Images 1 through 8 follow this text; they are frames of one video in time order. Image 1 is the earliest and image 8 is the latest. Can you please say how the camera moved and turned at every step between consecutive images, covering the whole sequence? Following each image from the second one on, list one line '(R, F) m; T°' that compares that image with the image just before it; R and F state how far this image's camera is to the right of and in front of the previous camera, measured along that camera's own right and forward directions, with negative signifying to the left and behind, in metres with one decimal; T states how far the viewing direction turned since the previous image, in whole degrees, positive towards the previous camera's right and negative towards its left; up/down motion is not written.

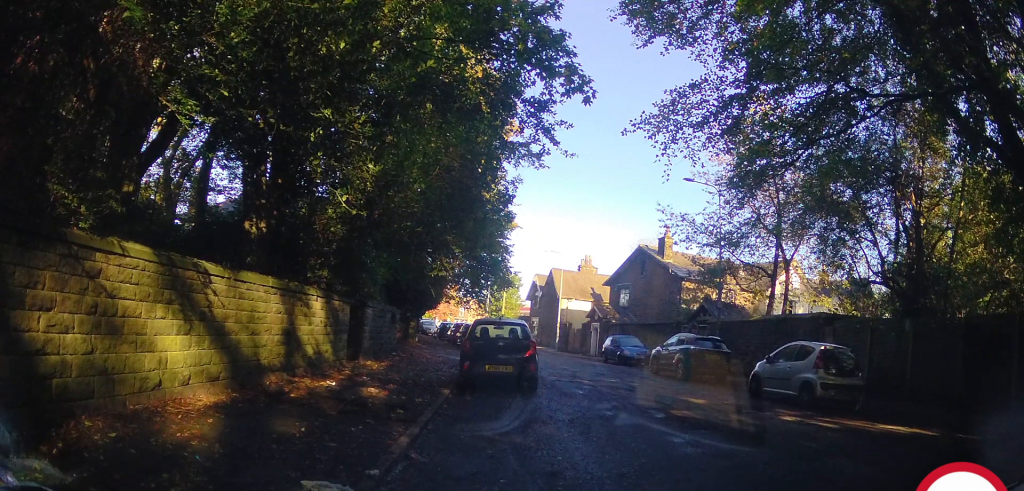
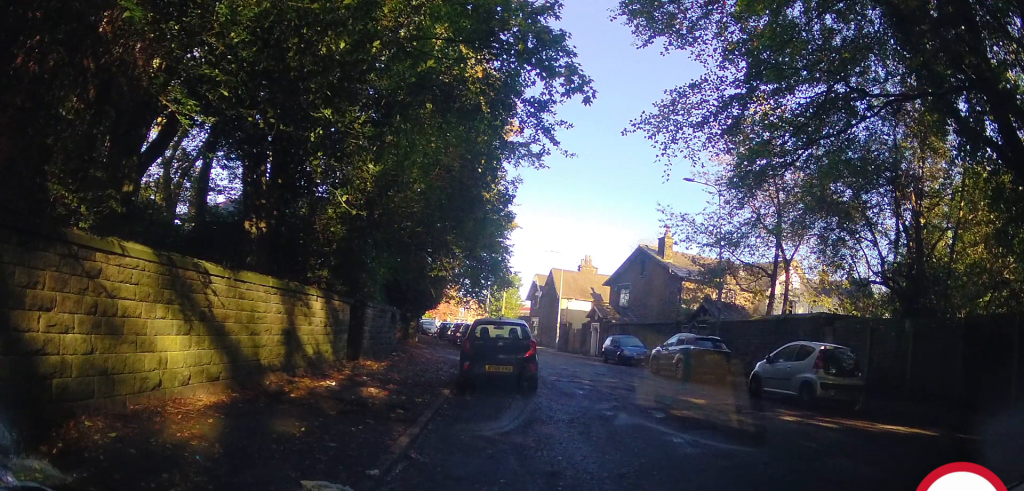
(0.0, 0.0) m; 0°
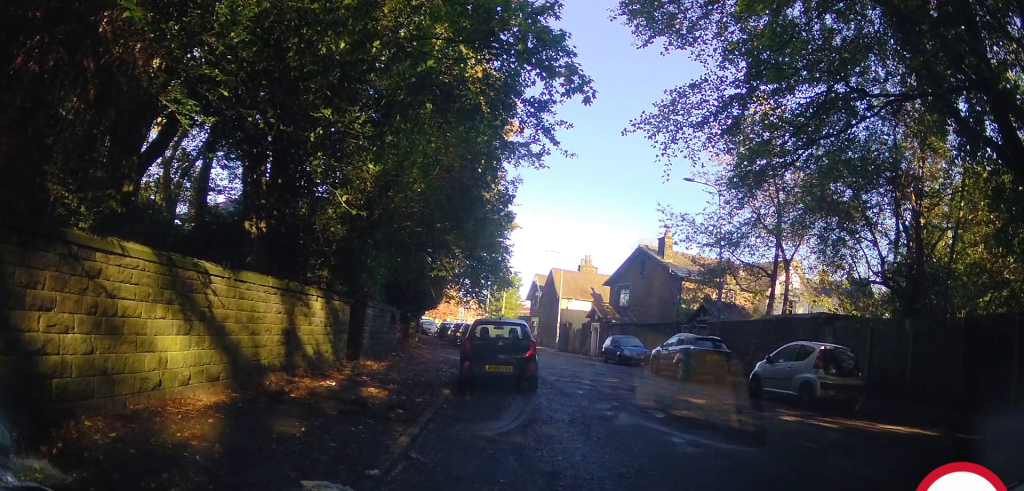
(0.0, +0.4) m; 0°
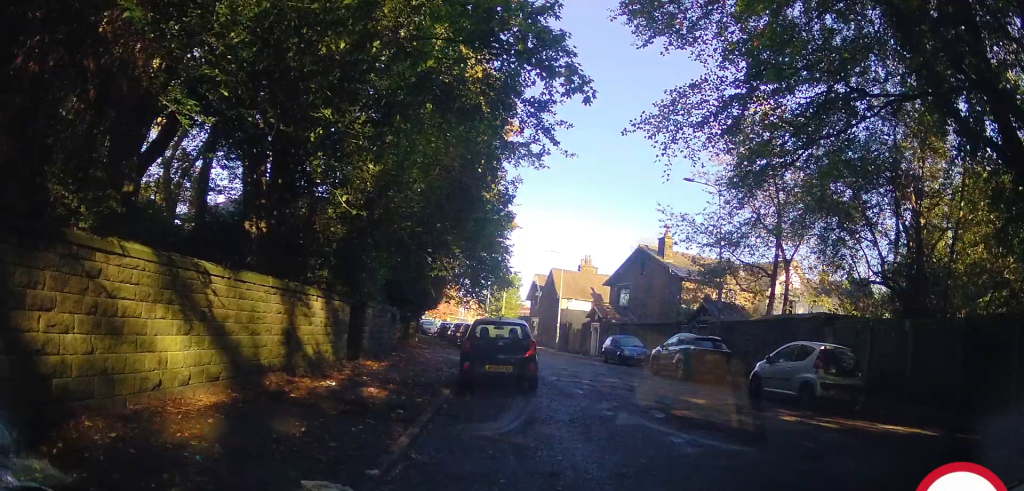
(0.0, 0.0) m; 0°
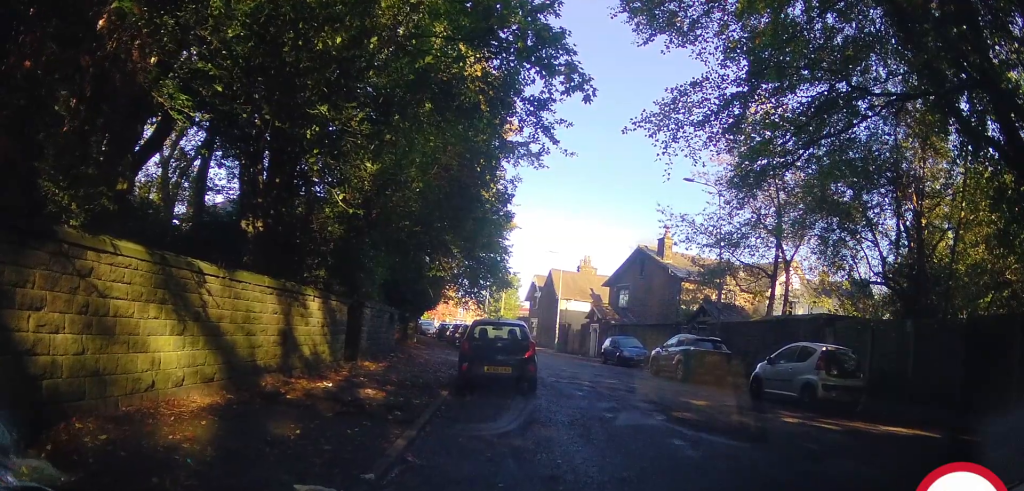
(0.0, +0.3) m; 0°
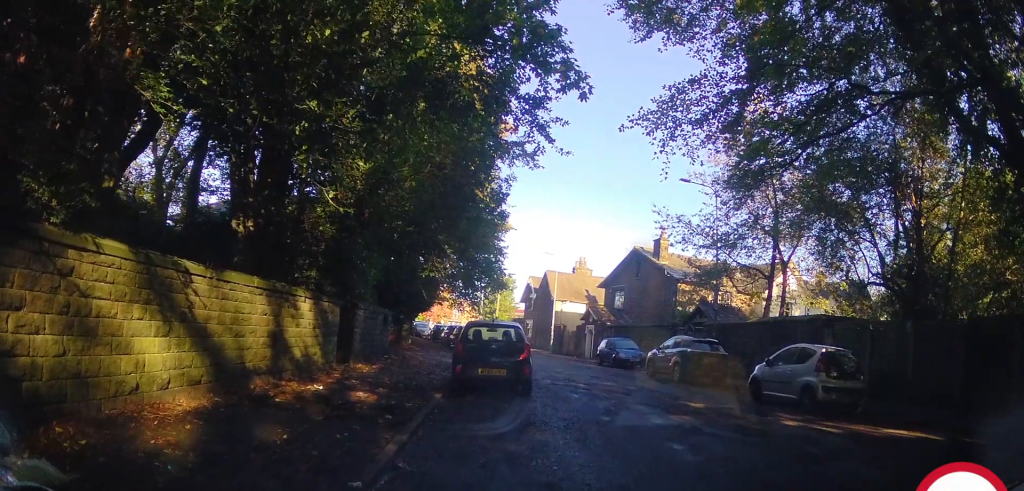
(0.0, 0.0) m; 0°
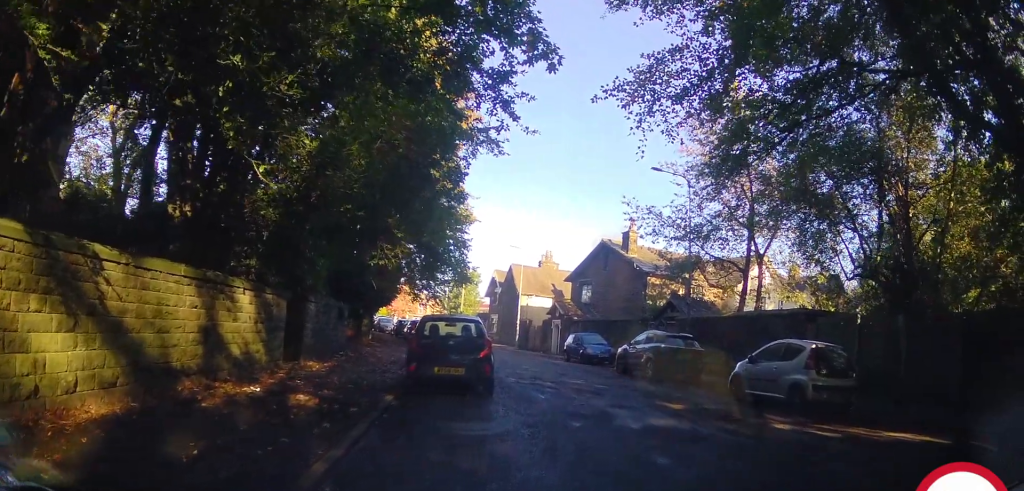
(0.0, +0.5) m; +2°
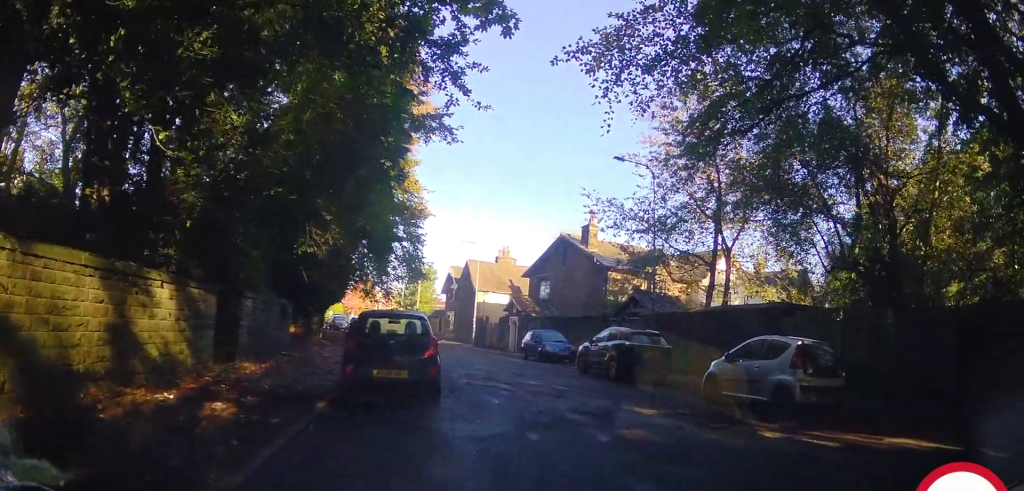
(0.0, +0.7) m; +3°
